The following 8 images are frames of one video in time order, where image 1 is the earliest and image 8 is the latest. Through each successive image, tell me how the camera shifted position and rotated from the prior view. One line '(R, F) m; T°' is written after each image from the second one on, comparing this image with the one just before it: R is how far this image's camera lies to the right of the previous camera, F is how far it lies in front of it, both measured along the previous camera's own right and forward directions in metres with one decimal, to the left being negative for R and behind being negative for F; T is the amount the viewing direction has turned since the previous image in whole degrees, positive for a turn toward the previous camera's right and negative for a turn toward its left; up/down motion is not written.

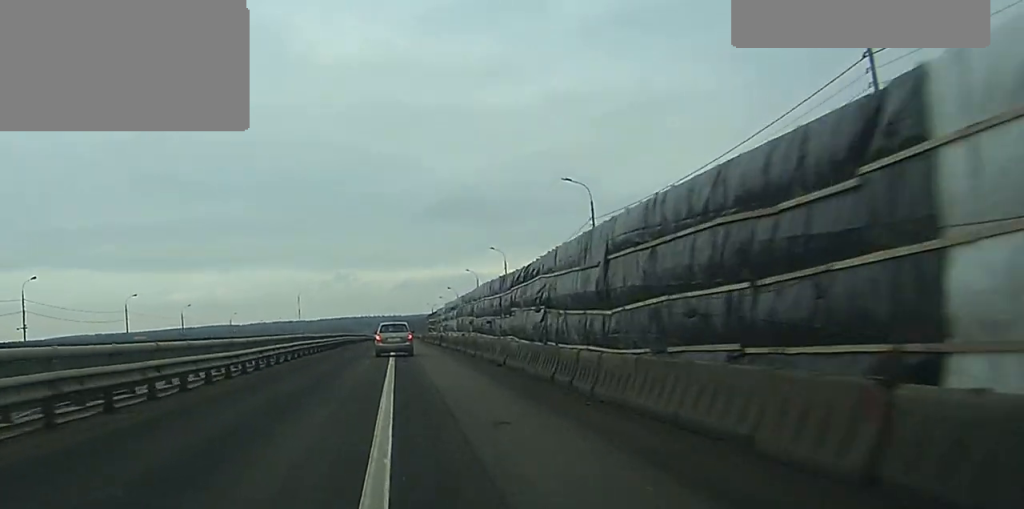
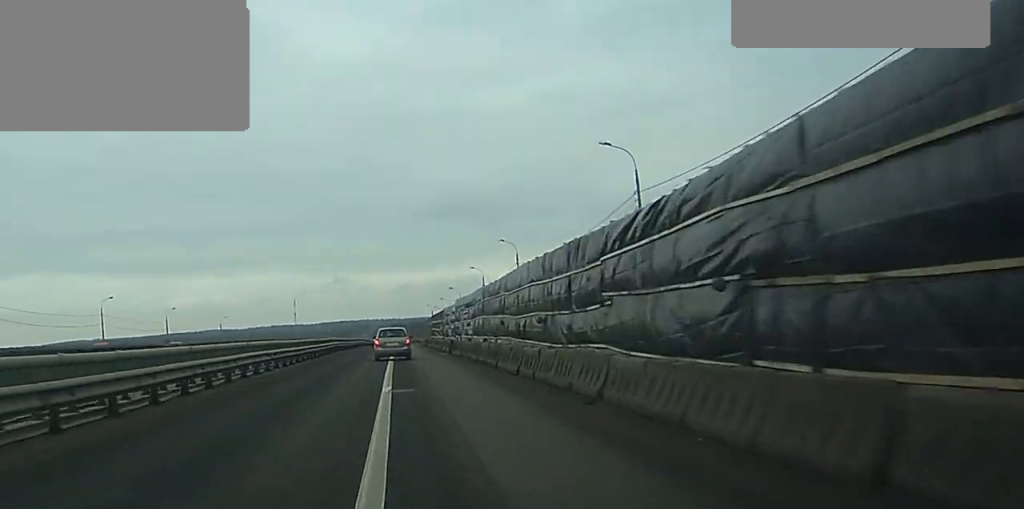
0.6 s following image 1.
(0.0, +12.4) m; 0°
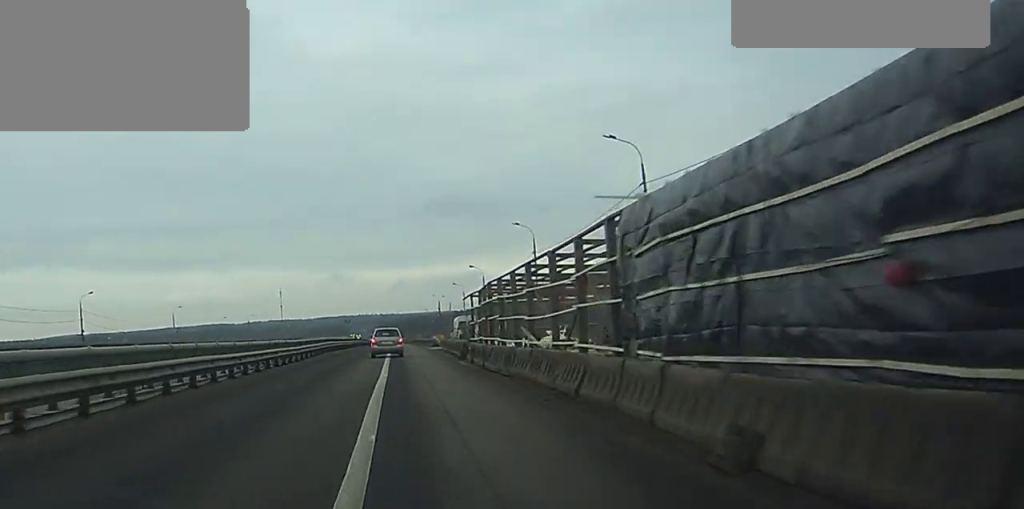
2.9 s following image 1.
(+0.1, +50.7) m; 0°
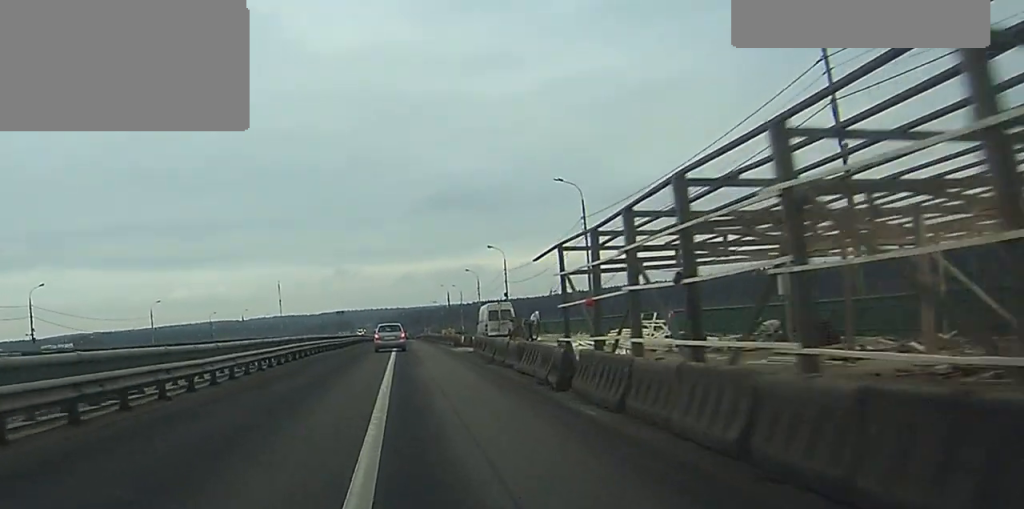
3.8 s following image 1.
(0.0, +20.8) m; 0°
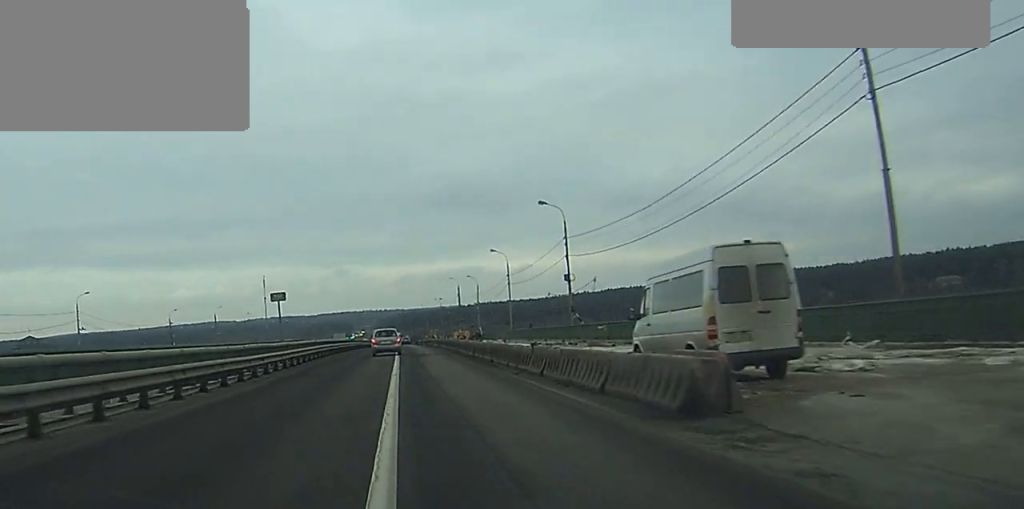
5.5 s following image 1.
(+0.1, +39.3) m; 0°
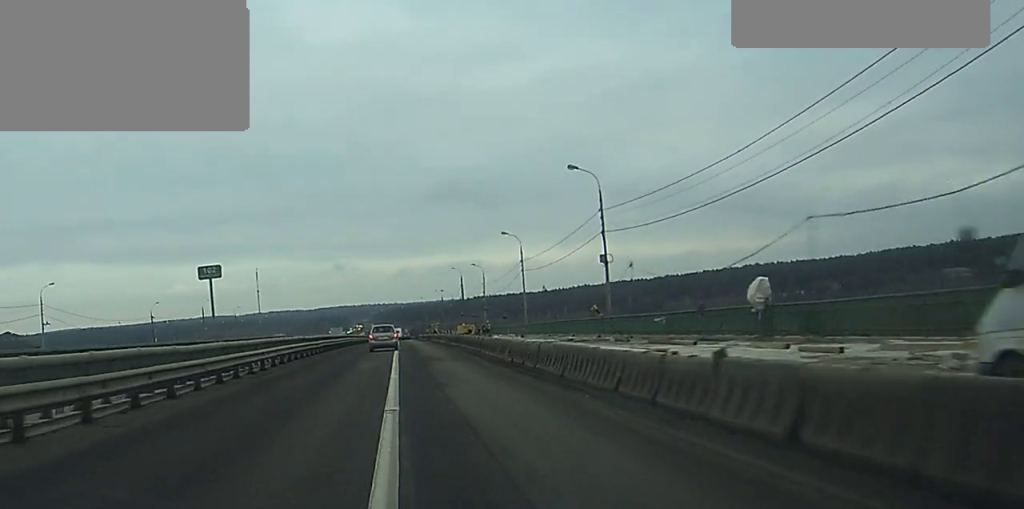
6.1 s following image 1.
(0.0, +13.0) m; 0°
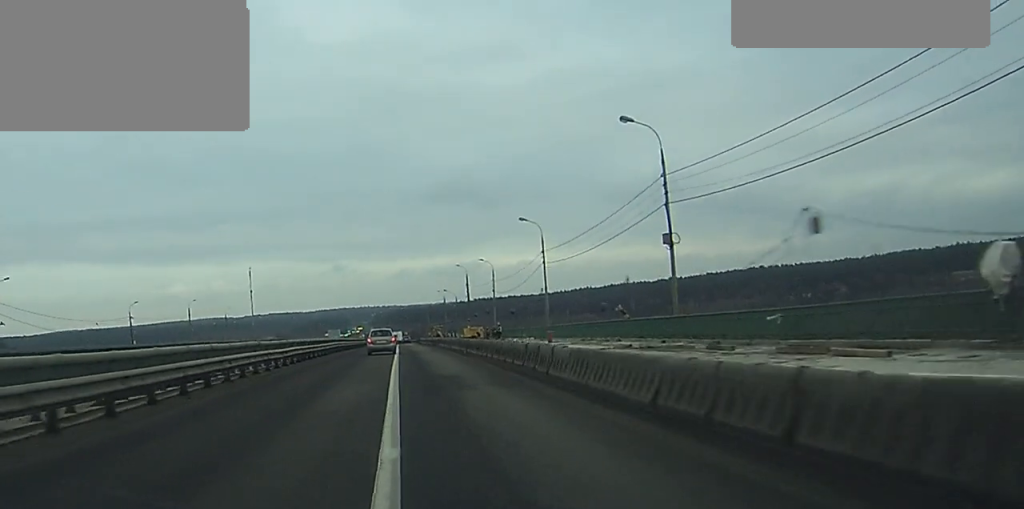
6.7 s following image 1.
(0.0, +14.0) m; 0°
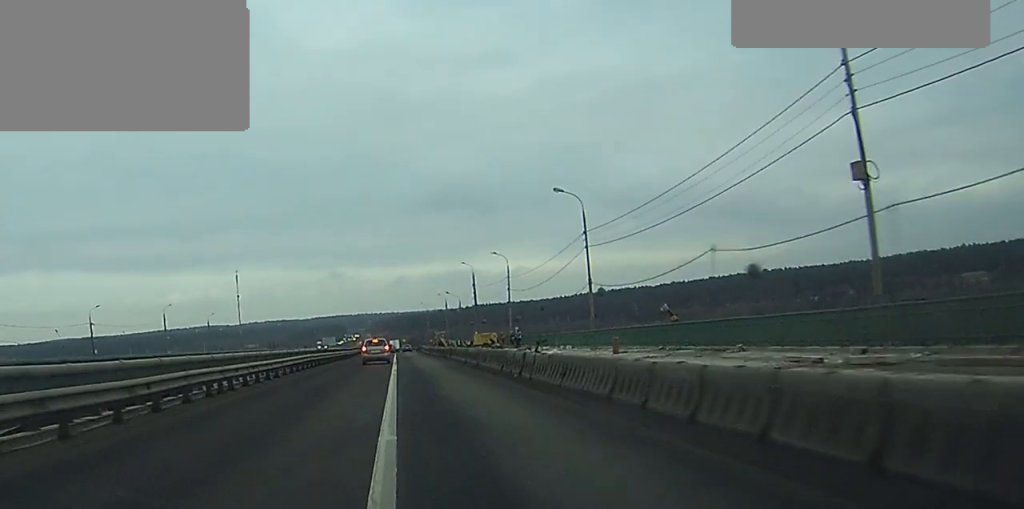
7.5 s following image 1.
(0.0, +19.6) m; 0°
